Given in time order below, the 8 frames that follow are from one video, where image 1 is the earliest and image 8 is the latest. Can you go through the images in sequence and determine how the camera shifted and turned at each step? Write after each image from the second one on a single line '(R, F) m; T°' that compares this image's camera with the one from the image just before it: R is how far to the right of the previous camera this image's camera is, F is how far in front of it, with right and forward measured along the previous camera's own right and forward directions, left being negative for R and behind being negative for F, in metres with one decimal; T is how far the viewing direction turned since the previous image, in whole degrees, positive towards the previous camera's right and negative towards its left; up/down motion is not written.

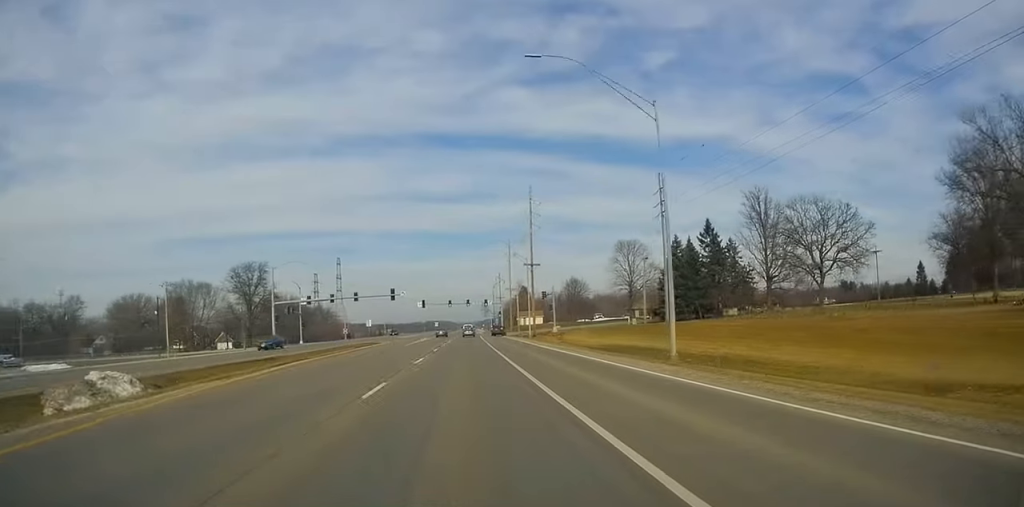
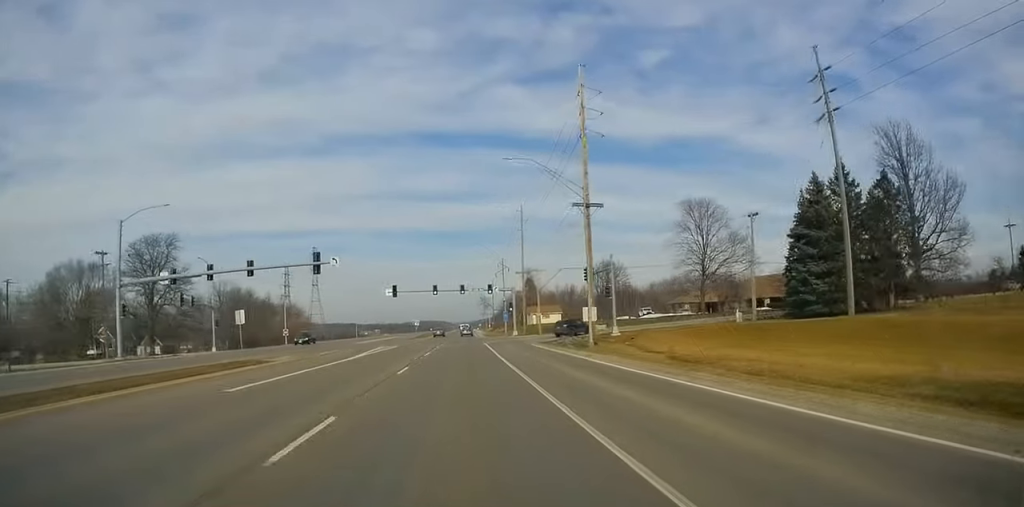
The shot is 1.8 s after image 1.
(+0.4, +43.3) m; 0°
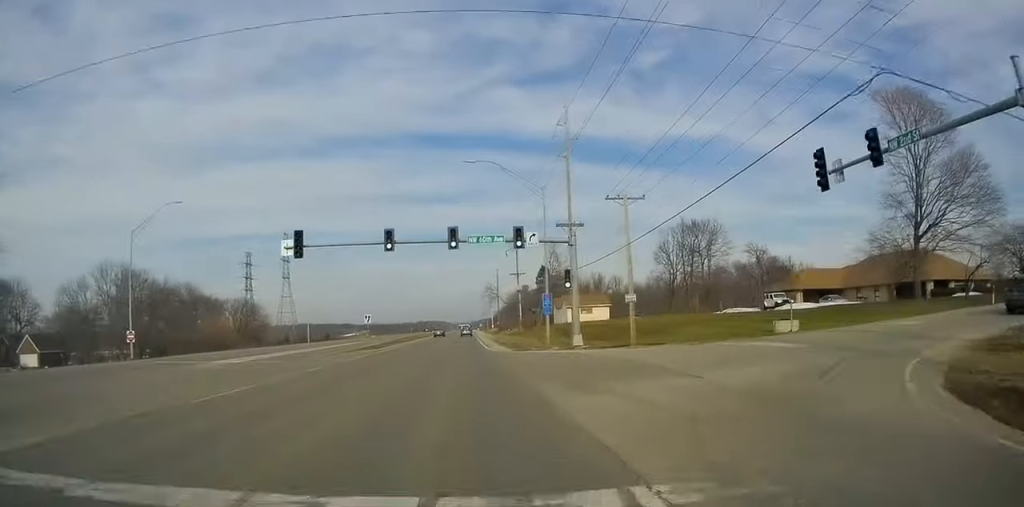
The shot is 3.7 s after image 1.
(-0.3, +46.7) m; 0°
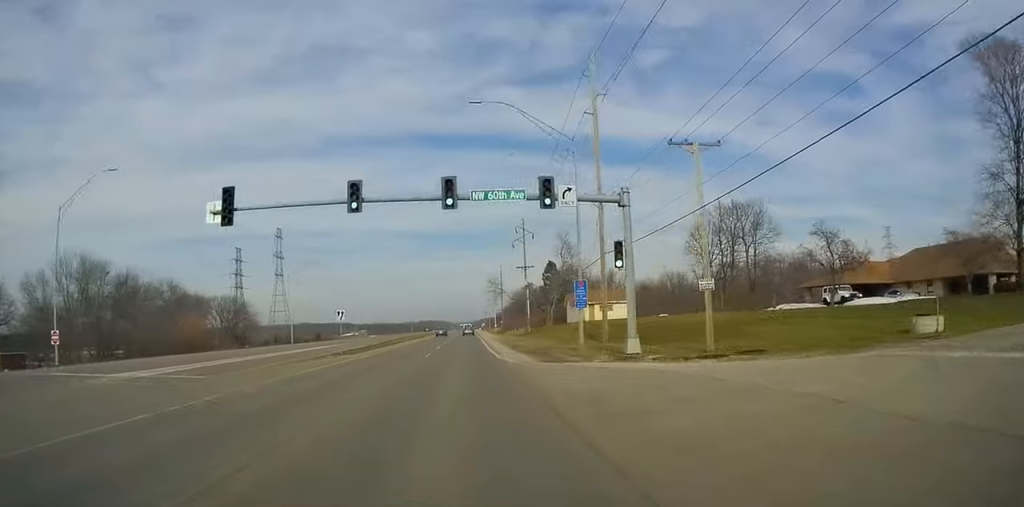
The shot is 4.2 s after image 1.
(-0.3, +11.6) m; 0°
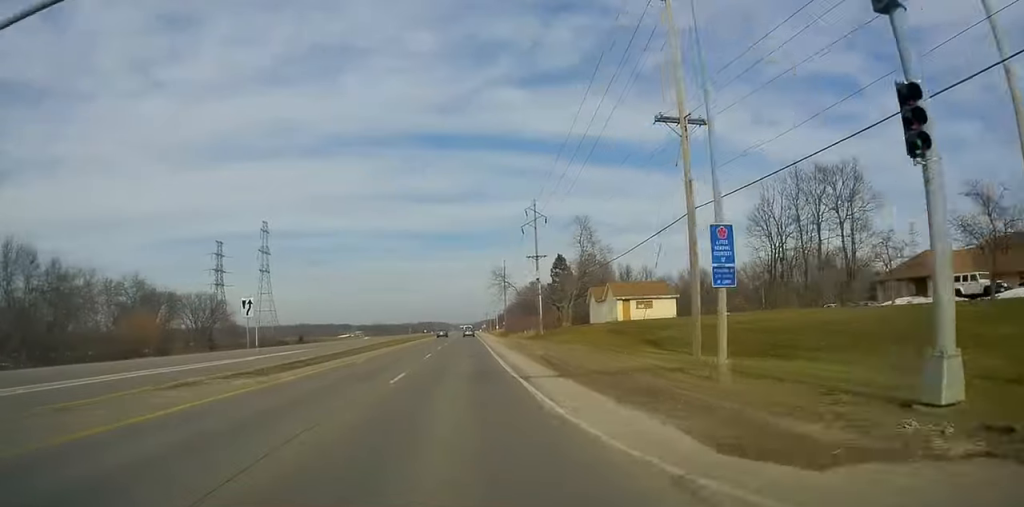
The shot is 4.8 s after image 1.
(+0.6, +16.8) m; +1°
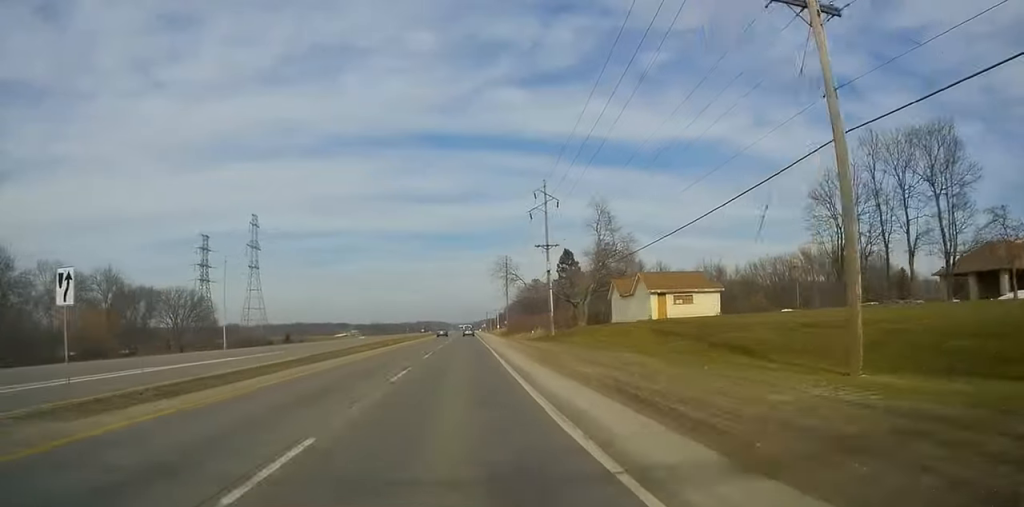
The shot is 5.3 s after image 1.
(+0.1, +10.9) m; 0°
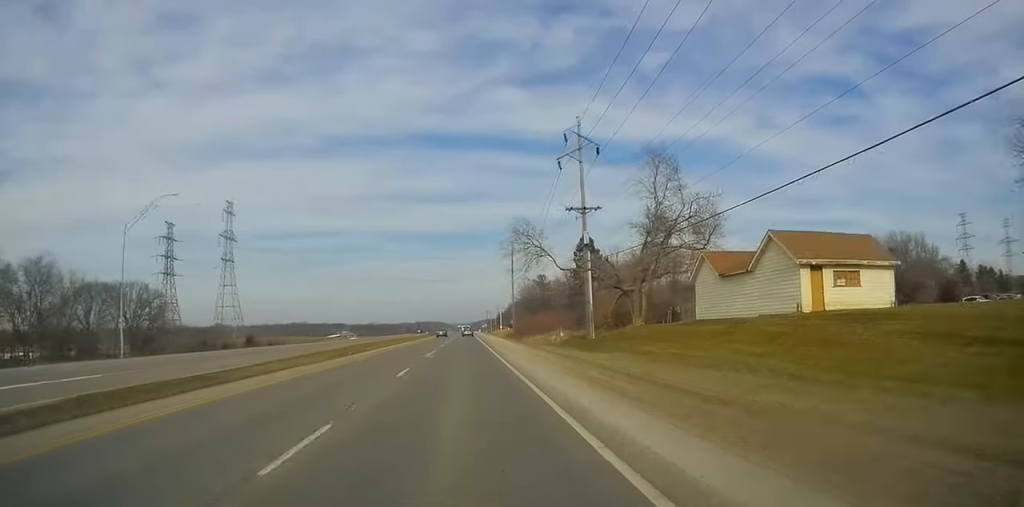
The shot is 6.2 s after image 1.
(0.0, +23.1) m; -2°
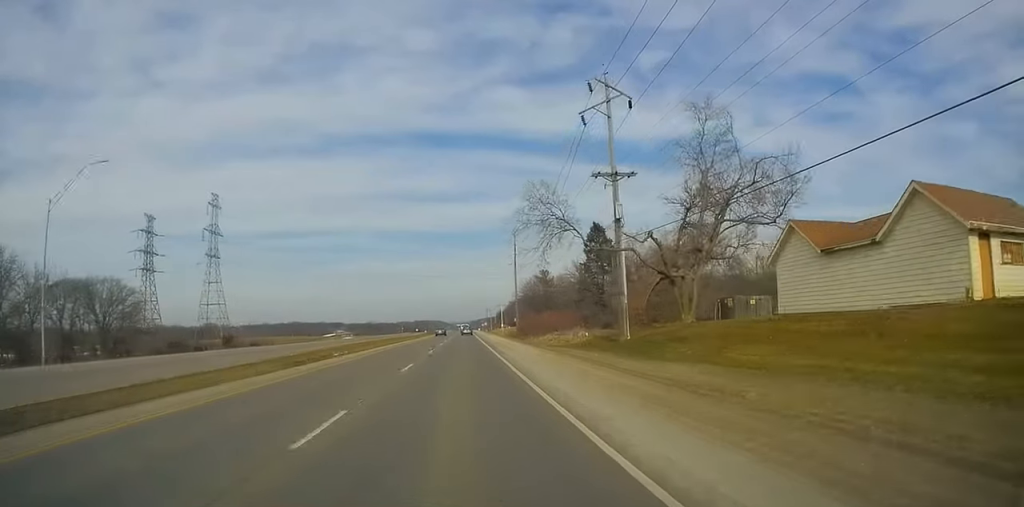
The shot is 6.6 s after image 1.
(-0.3, +11.1) m; 0°
